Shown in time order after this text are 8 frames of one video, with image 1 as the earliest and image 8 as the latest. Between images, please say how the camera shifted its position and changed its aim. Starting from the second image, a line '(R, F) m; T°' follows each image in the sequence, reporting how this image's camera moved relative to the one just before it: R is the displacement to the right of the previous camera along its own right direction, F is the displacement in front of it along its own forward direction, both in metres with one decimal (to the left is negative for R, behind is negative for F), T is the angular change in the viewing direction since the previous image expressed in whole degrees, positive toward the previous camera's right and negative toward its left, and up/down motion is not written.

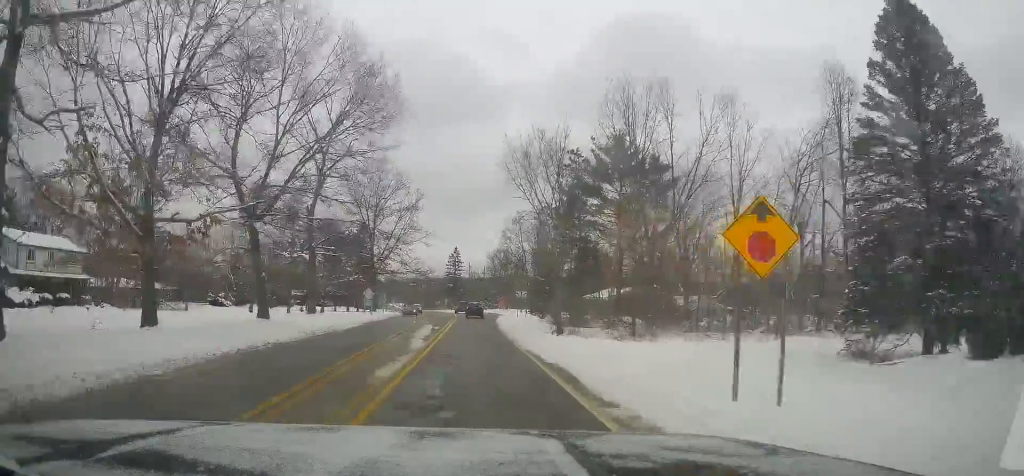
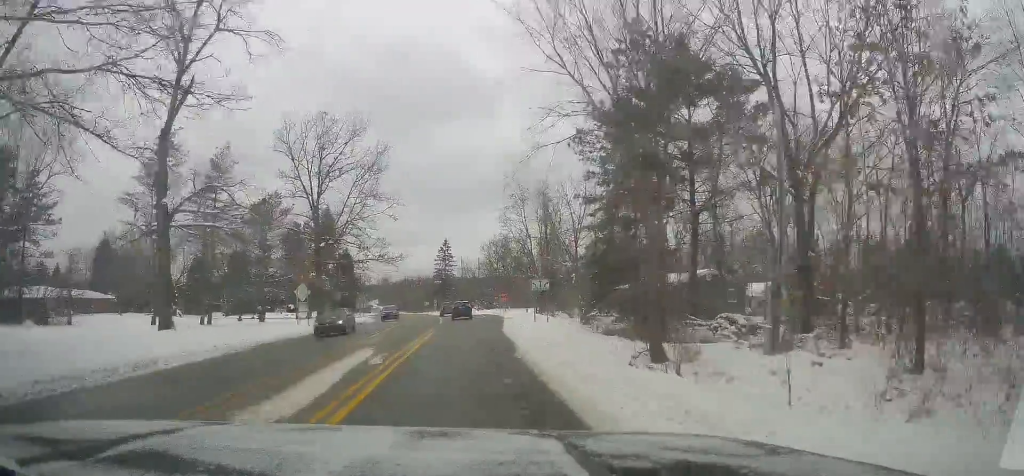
(+0.3, +22.4) m; 0°
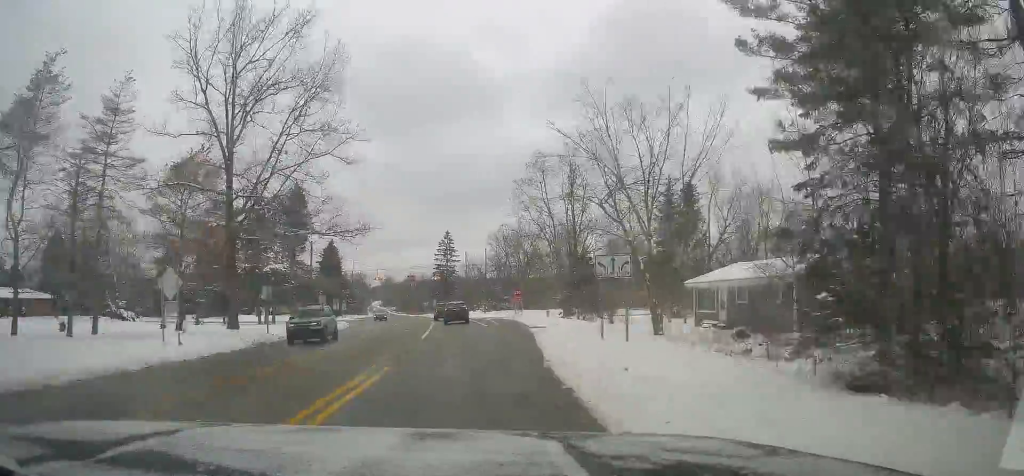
(0.0, +19.8) m; 0°
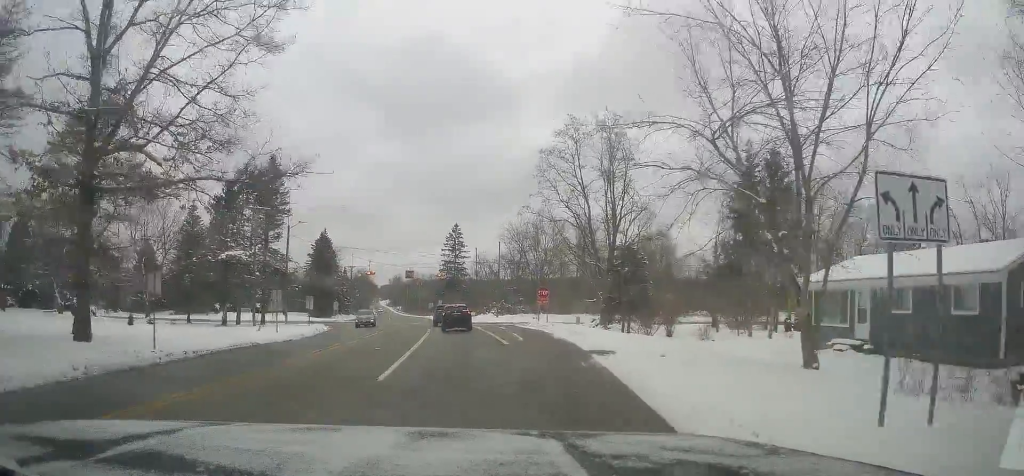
(-0.1, +14.9) m; 0°
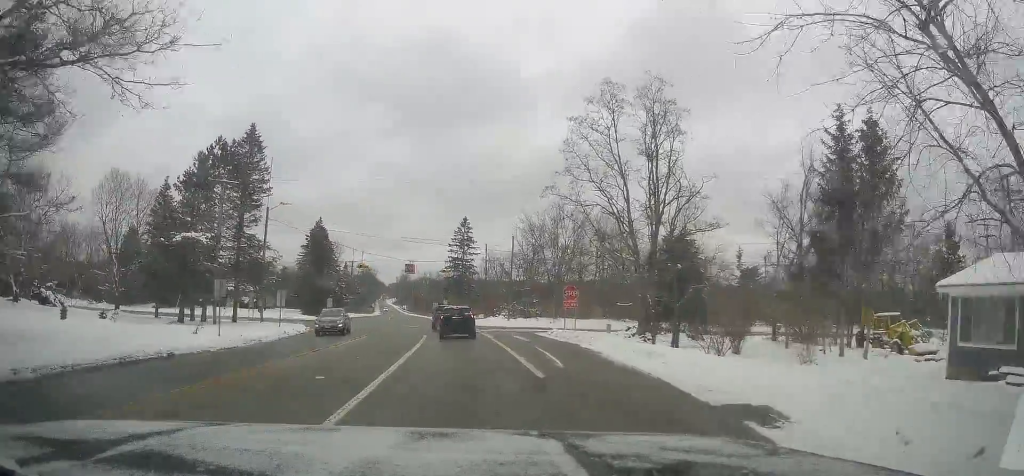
(0.0, +10.4) m; -1°
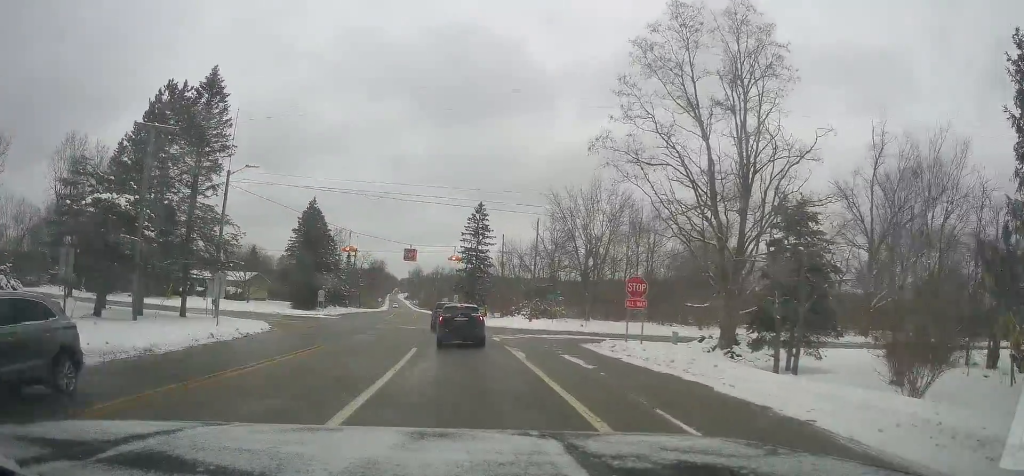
(-0.2, +13.4) m; -3°
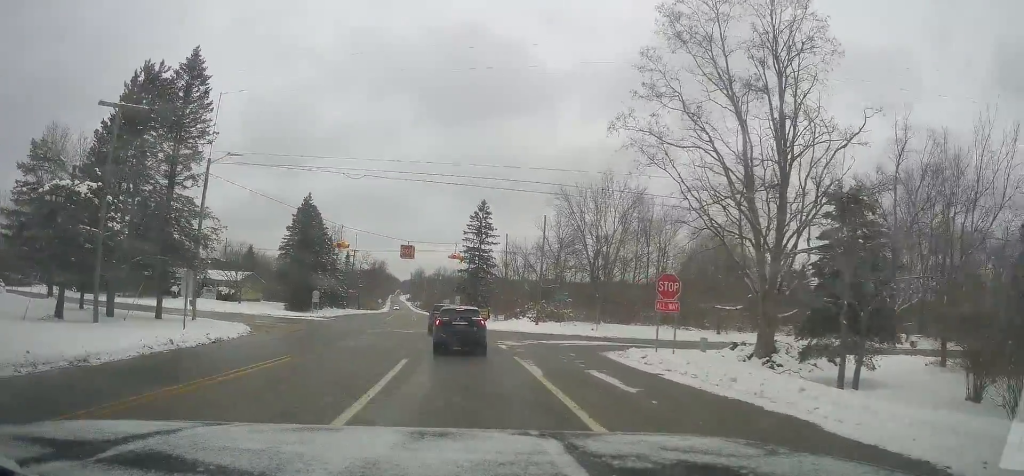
(0.0, +4.2) m; 0°
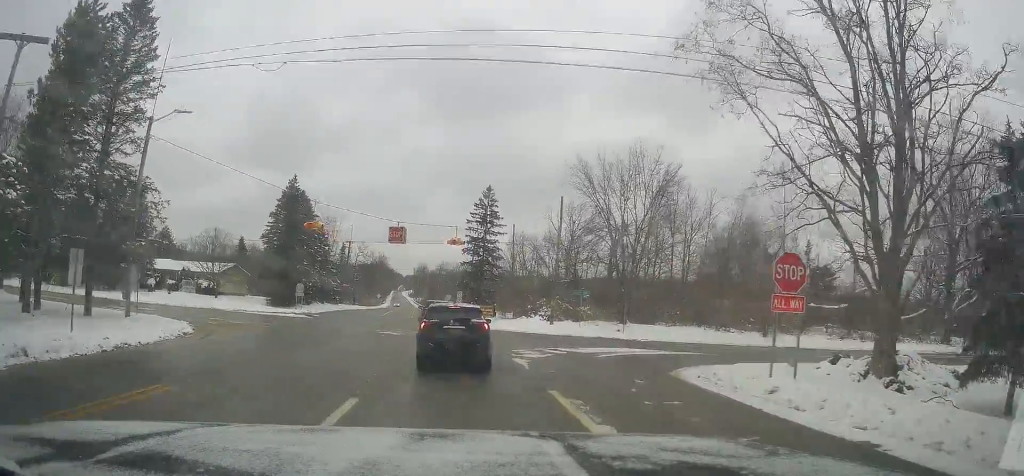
(-0.1, +8.9) m; +1°
